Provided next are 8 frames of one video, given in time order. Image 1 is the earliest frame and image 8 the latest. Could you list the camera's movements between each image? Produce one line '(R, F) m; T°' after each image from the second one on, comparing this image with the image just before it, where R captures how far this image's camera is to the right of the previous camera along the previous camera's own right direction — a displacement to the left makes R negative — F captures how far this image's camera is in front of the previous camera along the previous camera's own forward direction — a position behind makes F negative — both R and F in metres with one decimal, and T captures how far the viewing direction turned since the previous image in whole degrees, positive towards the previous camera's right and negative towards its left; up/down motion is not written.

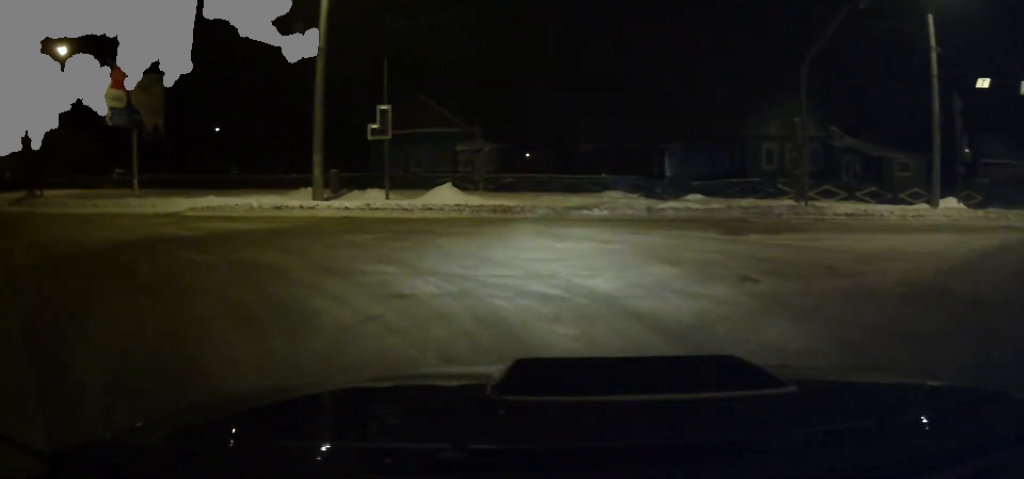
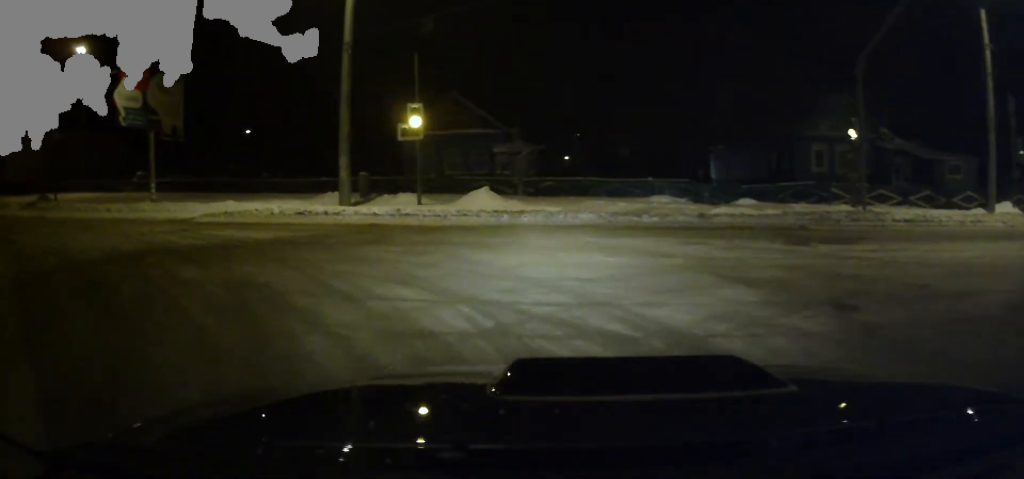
(-0.2, +2.3) m; -4°
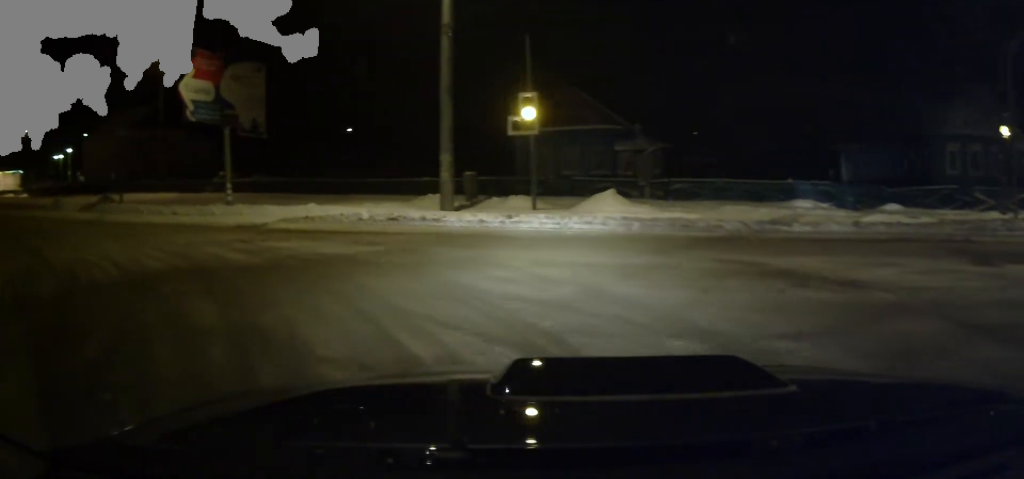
(-0.2, +3.7) m; -4°
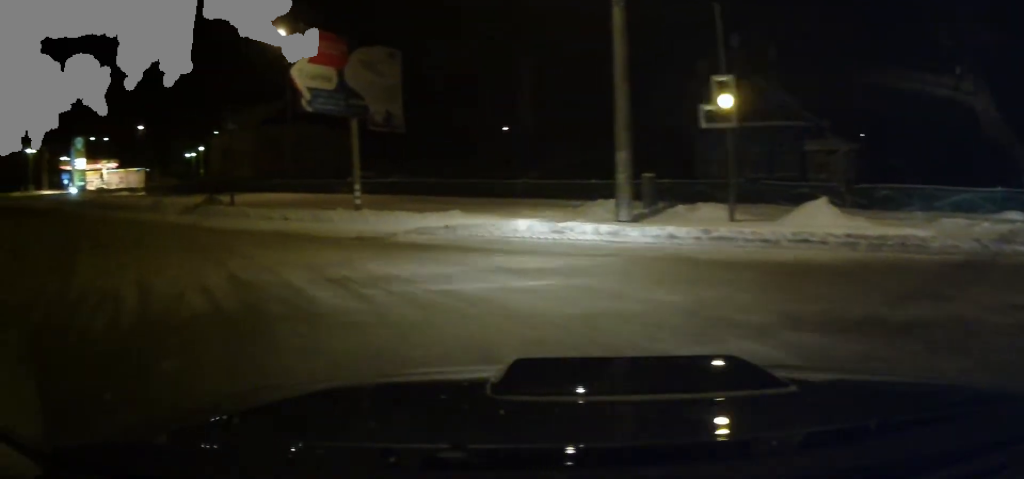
(-0.1, +3.6) m; -7°
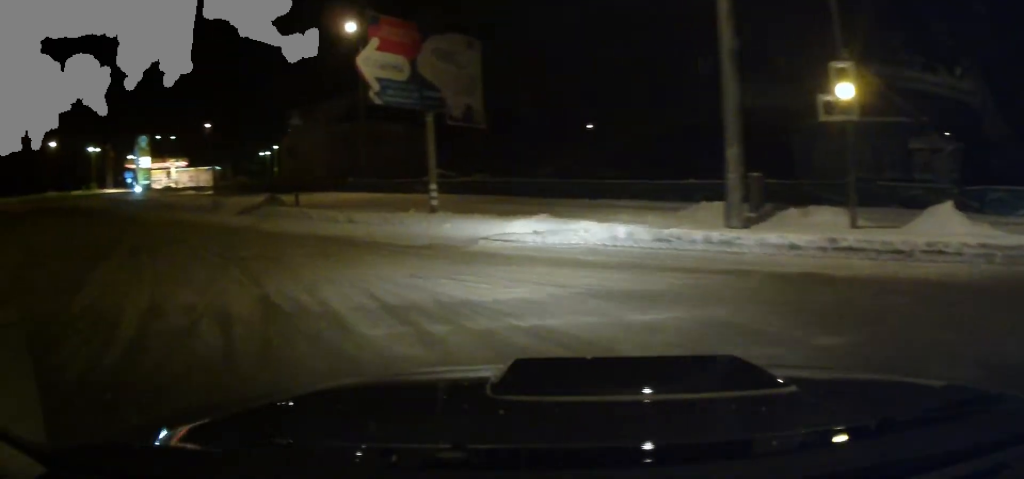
(+0.1, +1.7) m; -7°
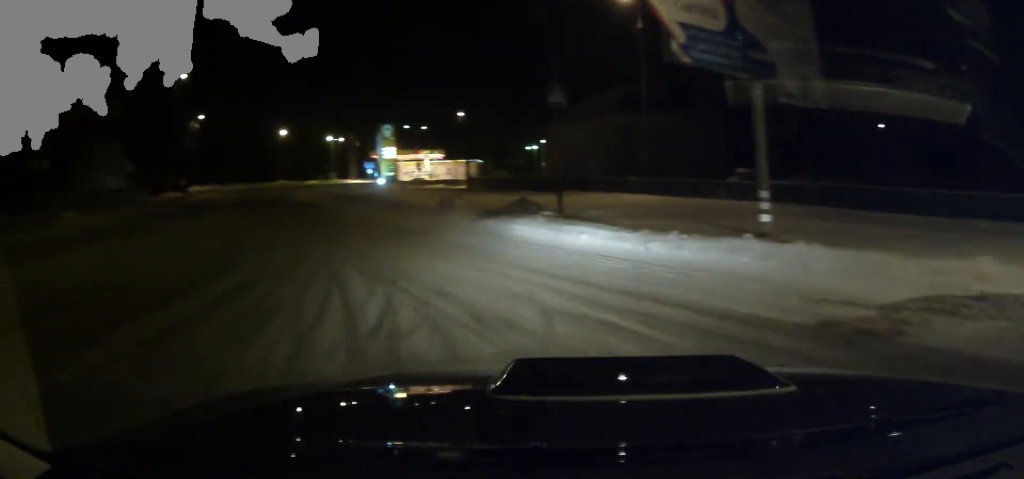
(-1.3, +5.4) m; -24°
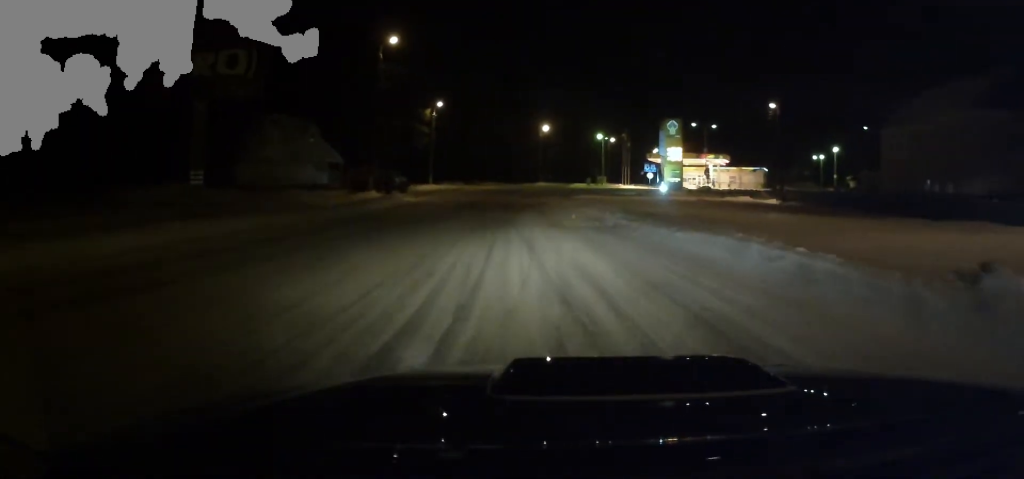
(-2.5, +12.6) m; -23°
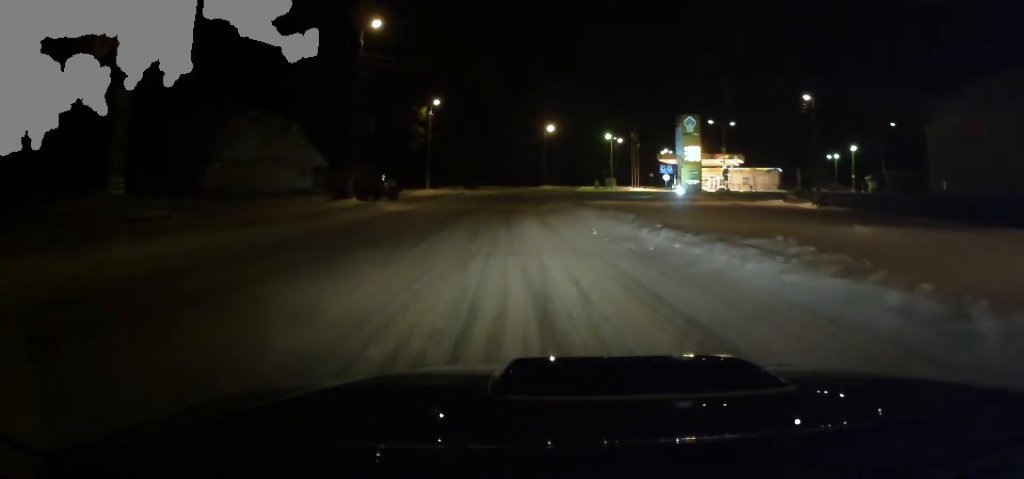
(-0.5, +5.3) m; -7°
